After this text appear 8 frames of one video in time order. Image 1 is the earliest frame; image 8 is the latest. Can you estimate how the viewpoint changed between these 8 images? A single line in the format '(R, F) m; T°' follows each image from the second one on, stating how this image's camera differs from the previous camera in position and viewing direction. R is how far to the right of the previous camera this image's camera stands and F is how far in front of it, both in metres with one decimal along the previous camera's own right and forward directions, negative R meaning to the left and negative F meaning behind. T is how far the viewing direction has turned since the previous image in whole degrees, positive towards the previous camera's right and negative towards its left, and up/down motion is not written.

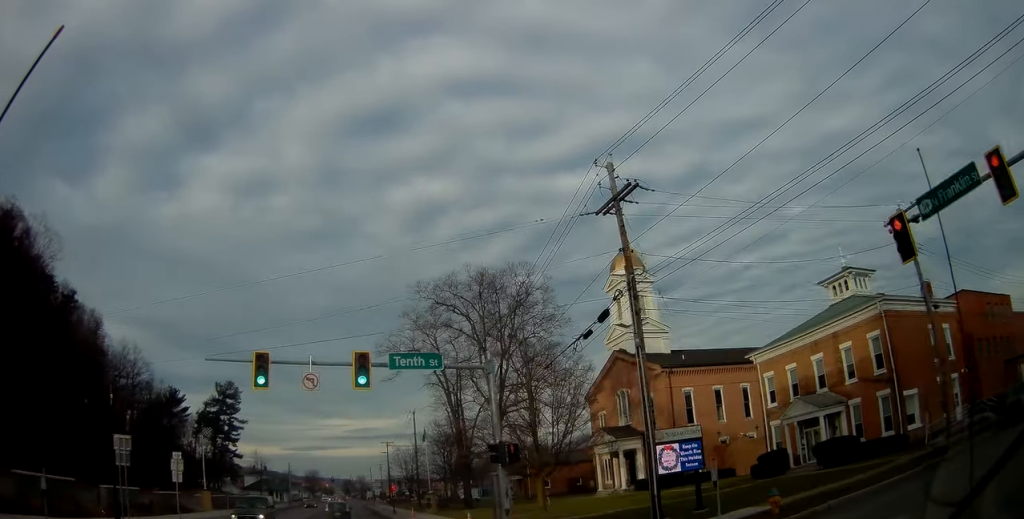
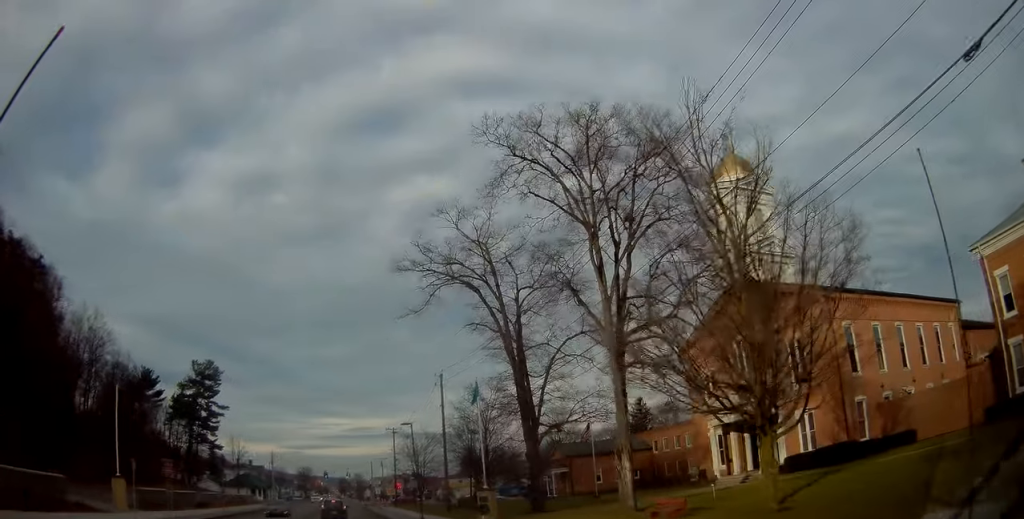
(-0.6, +21.1) m; -1°
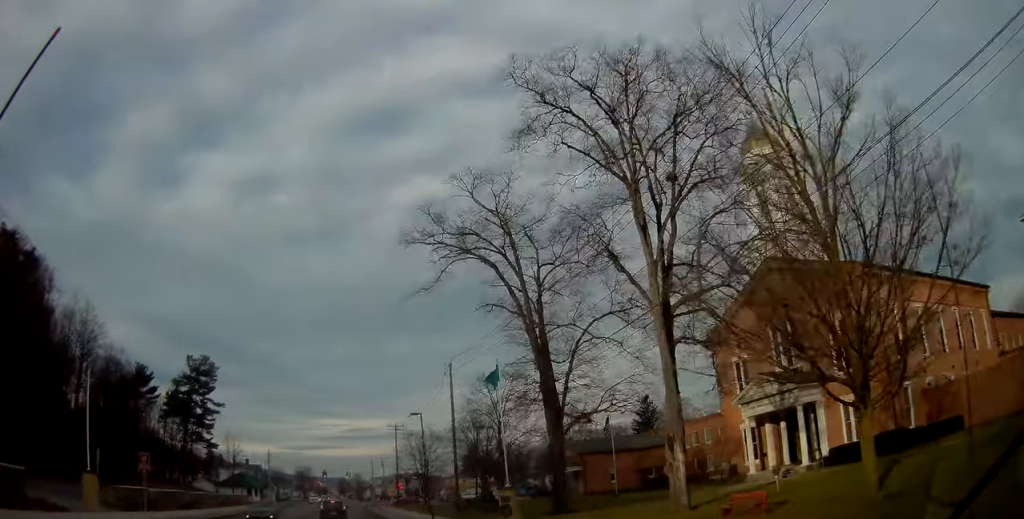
(-0.1, +4.2) m; 0°
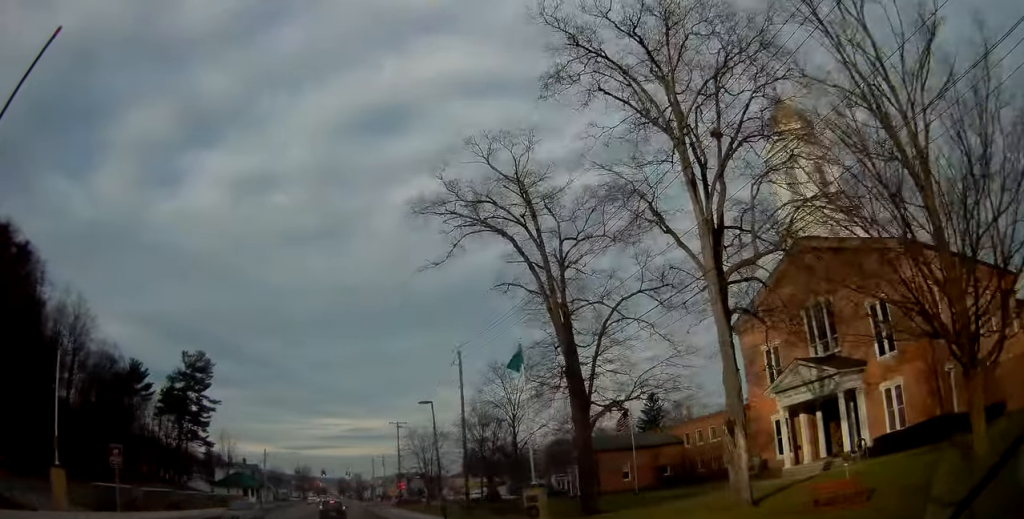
(+0.1, +3.7) m; +1°
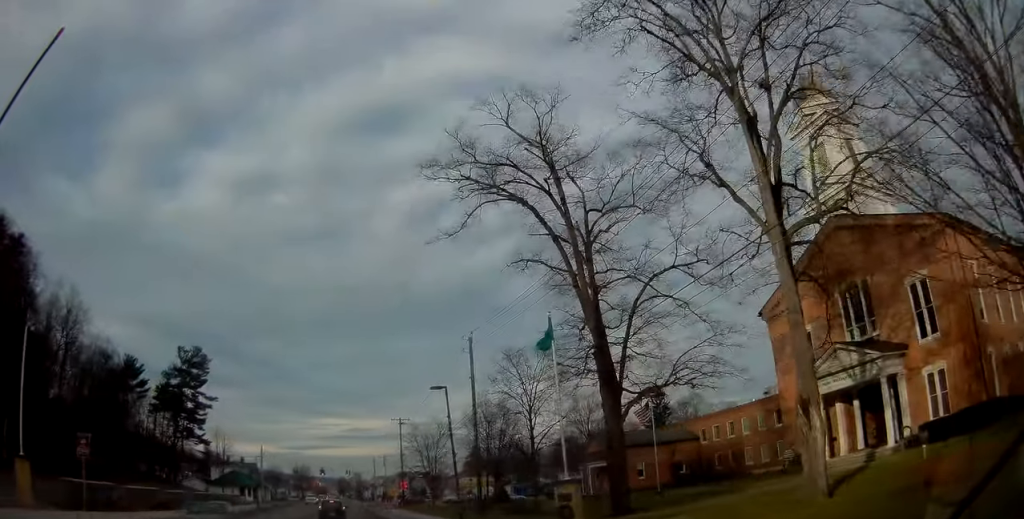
(+0.1, +3.4) m; +1°
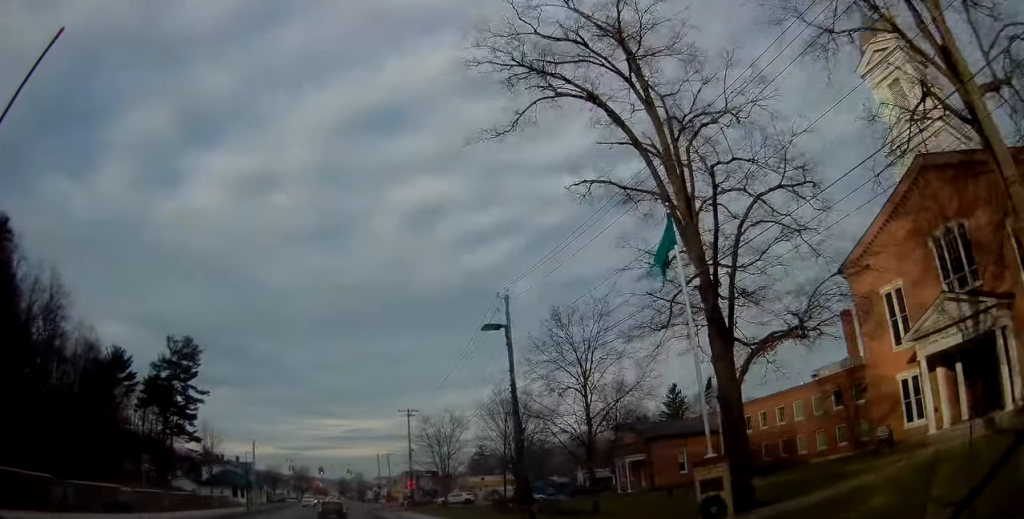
(0.0, +8.1) m; 0°
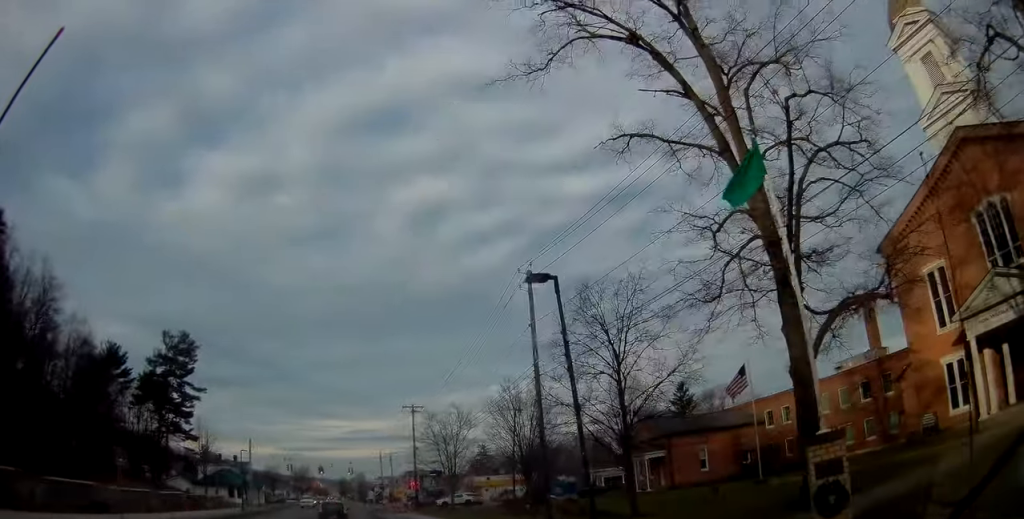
(0.0, +3.5) m; -1°
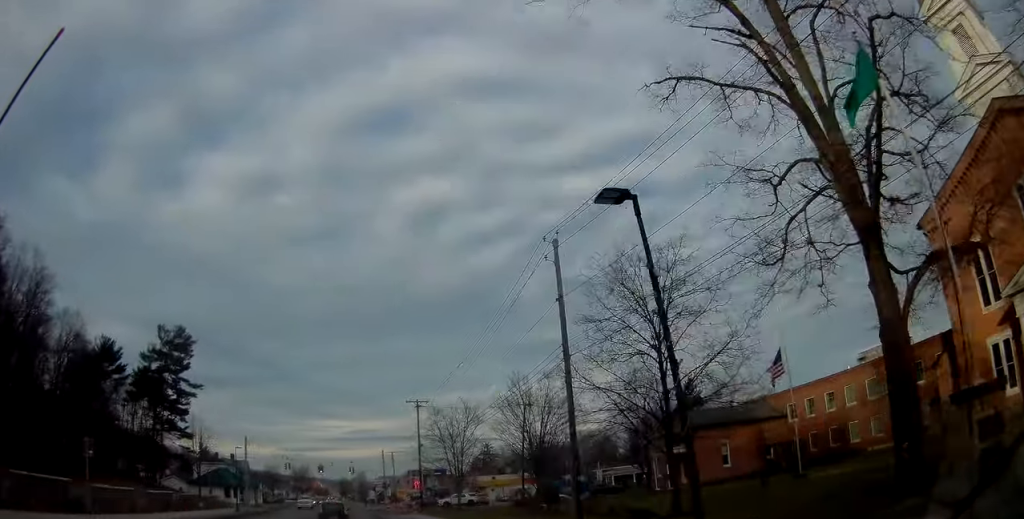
(+0.1, +3.5) m; -1°
